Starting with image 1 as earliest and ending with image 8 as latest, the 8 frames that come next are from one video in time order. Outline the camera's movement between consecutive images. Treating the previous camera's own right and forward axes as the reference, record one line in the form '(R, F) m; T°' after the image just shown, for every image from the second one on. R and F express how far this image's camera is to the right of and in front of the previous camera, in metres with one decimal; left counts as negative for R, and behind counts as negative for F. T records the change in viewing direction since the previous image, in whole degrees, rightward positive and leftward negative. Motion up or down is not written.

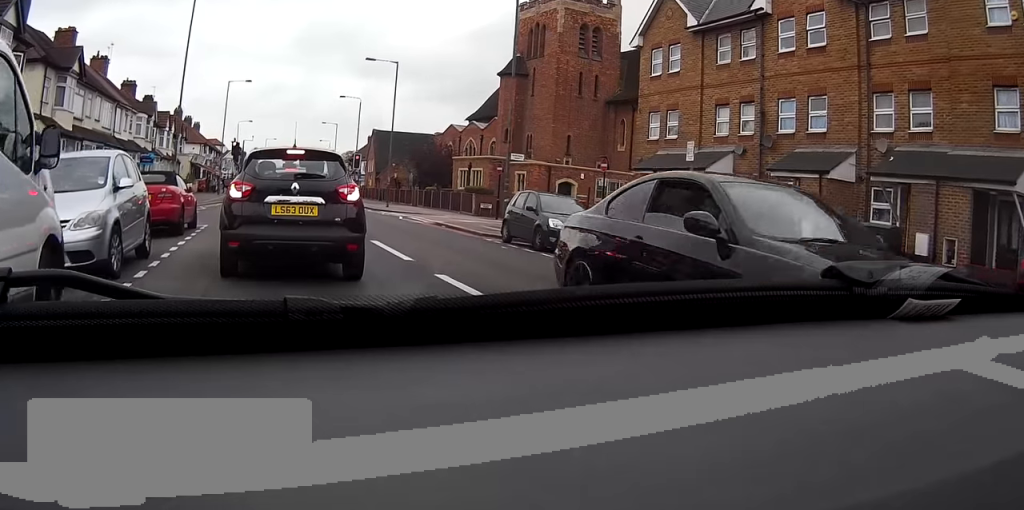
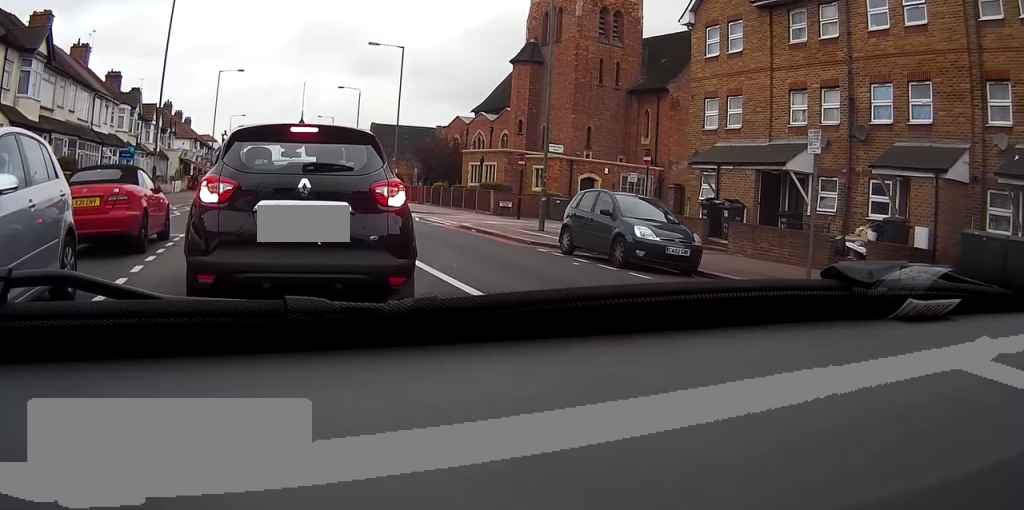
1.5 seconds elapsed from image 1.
(-0.2, +3.8) m; -4°
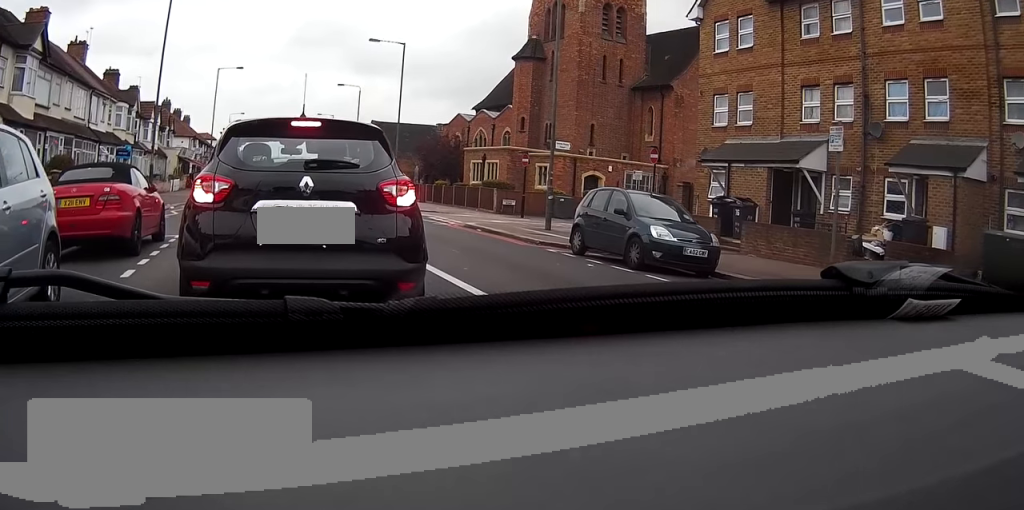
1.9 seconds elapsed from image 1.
(-0.1, +0.6) m; 0°
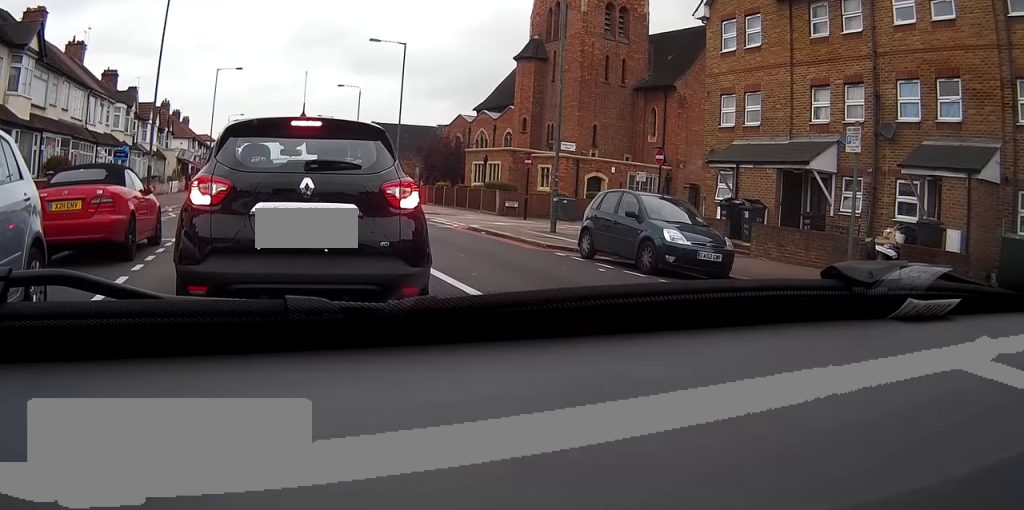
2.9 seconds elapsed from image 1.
(-0.3, +0.4) m; 0°
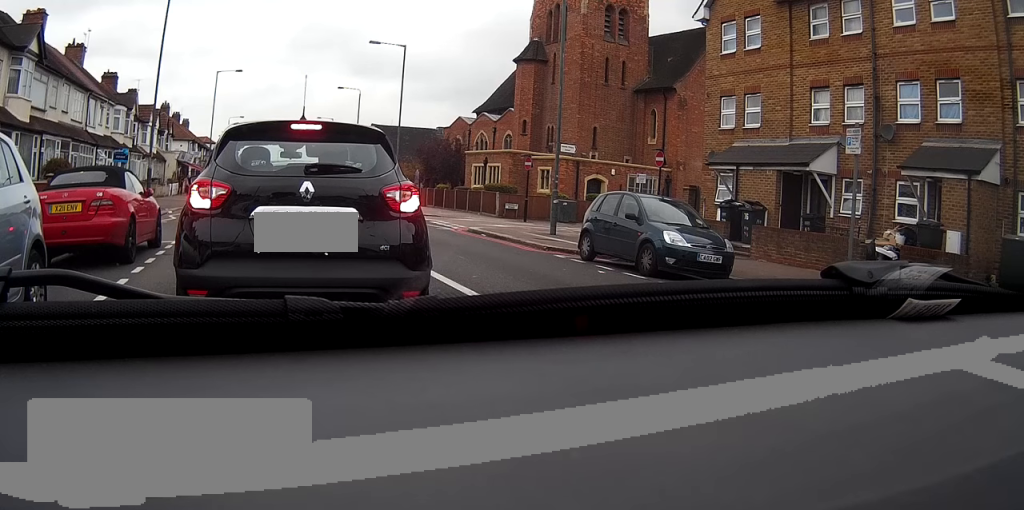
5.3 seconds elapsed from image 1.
(0.0, 0.0) m; 0°
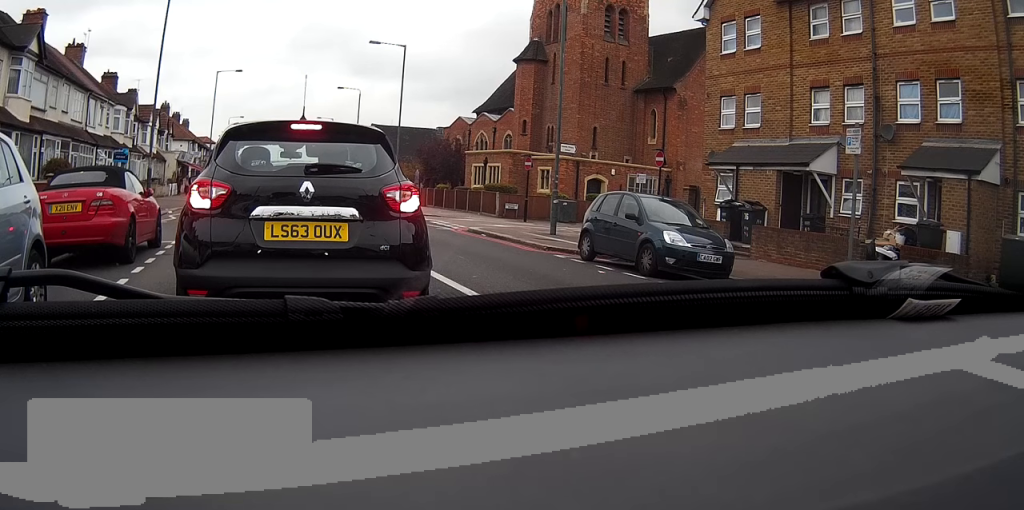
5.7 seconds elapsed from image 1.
(0.0, 0.0) m; 0°
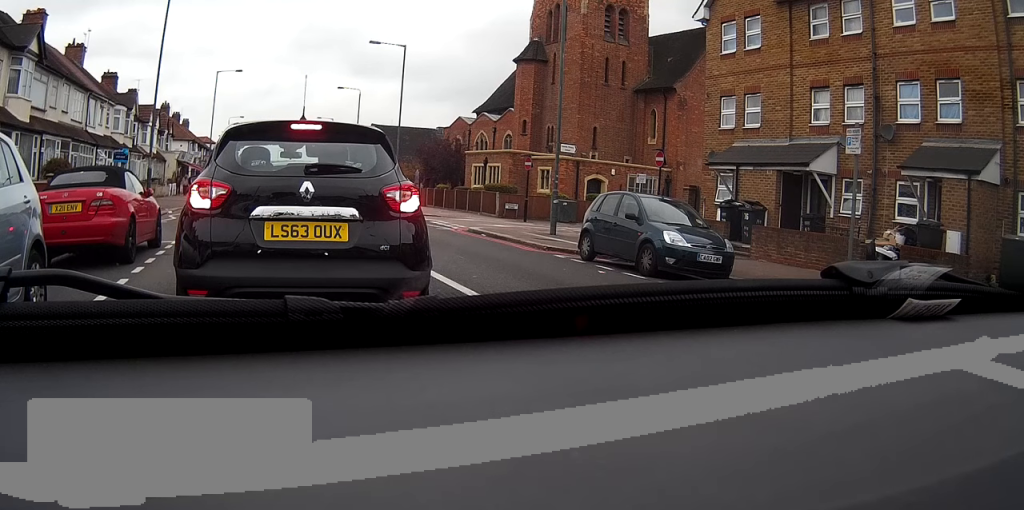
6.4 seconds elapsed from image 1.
(0.0, 0.0) m; 0°
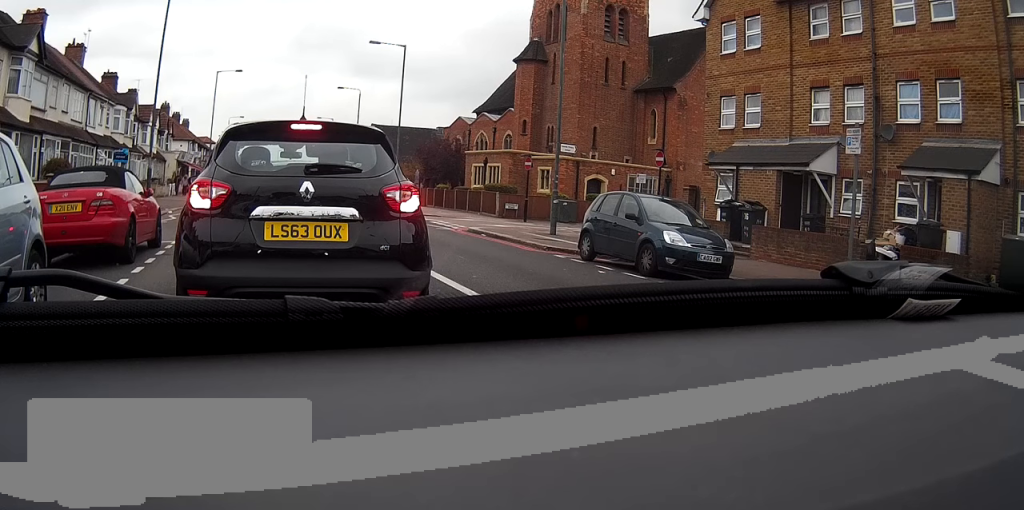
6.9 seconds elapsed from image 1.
(0.0, 0.0) m; 0°
